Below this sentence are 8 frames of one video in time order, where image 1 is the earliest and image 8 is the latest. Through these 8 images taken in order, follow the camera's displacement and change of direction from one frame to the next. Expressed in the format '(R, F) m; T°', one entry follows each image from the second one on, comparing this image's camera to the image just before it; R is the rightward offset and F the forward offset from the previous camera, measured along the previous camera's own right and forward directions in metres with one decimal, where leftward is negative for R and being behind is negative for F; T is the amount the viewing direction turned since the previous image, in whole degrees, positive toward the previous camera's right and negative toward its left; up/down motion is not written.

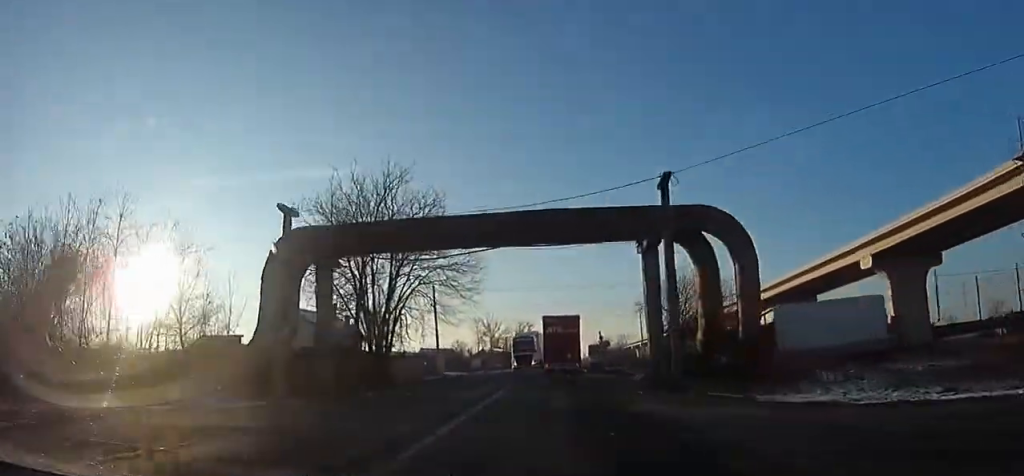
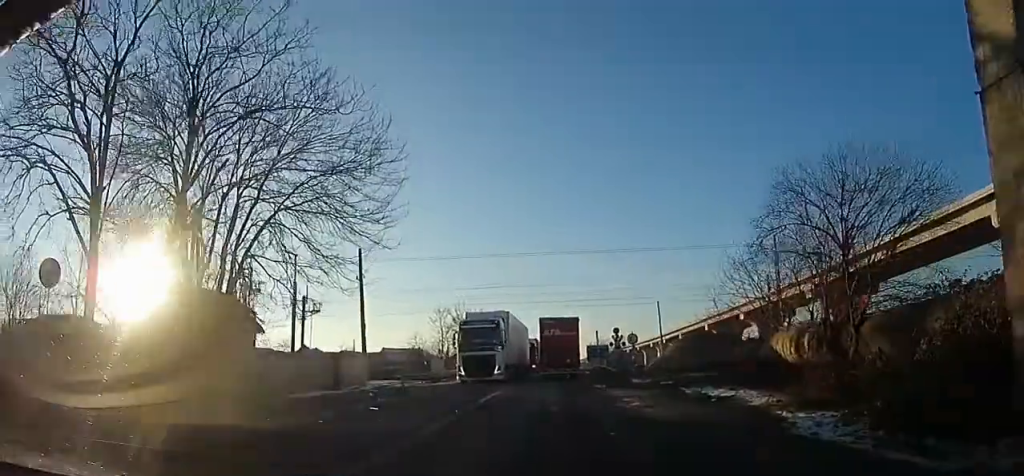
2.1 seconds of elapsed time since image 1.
(+0.1, +17.7) m; 0°
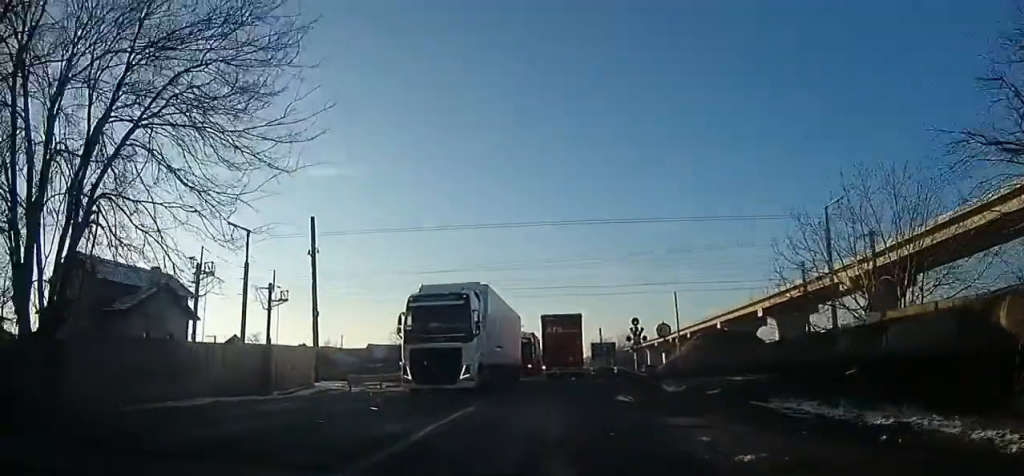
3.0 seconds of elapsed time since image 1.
(0.0, +8.2) m; 0°
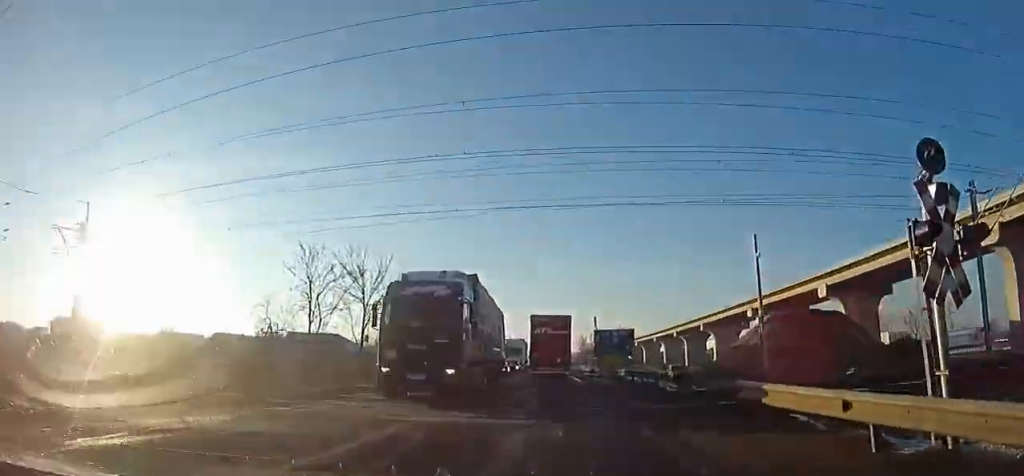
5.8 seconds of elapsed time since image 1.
(+1.0, +25.4) m; +5°
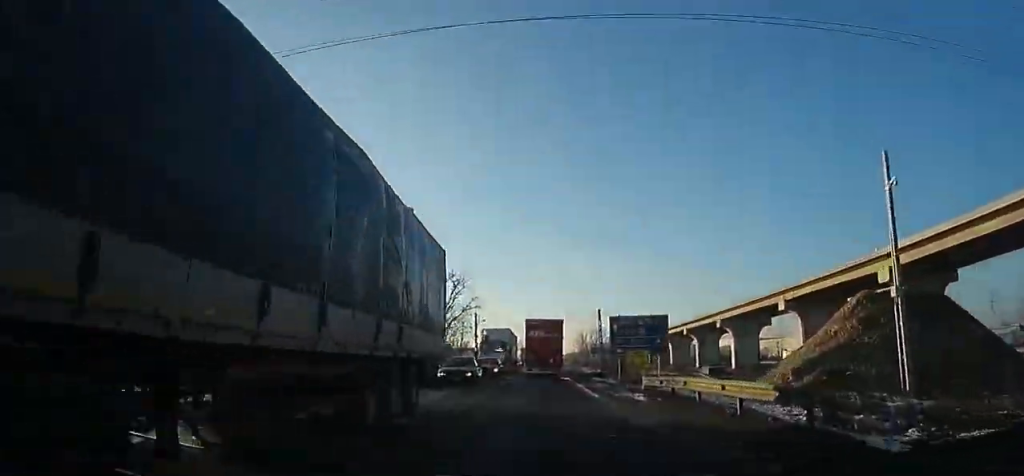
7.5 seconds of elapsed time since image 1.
(+0.8, +14.0) m; -1°
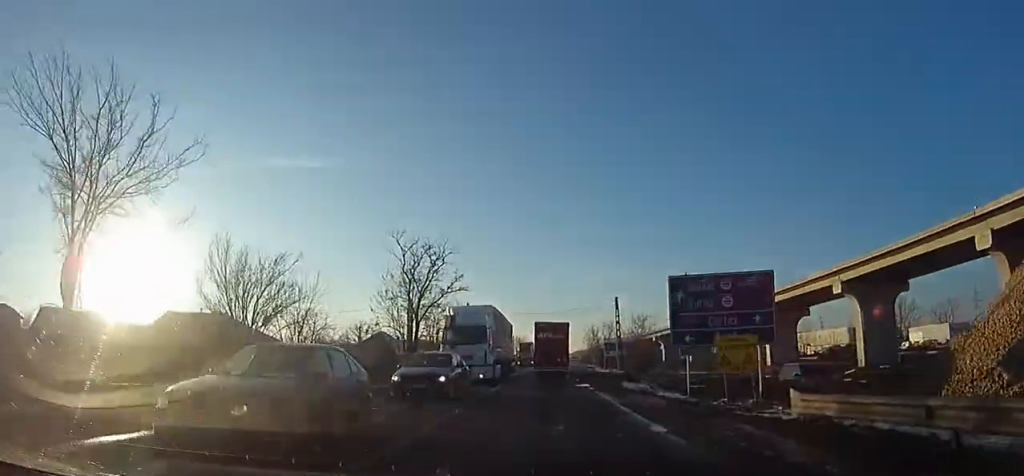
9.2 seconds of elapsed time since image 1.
(-1.0, +14.3) m; -4°
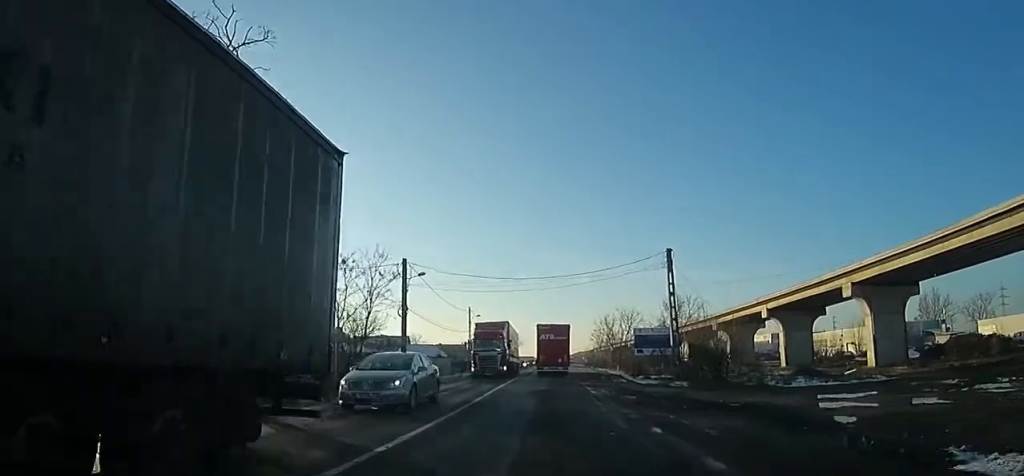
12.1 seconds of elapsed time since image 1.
(-0.1, +26.1) m; +2°
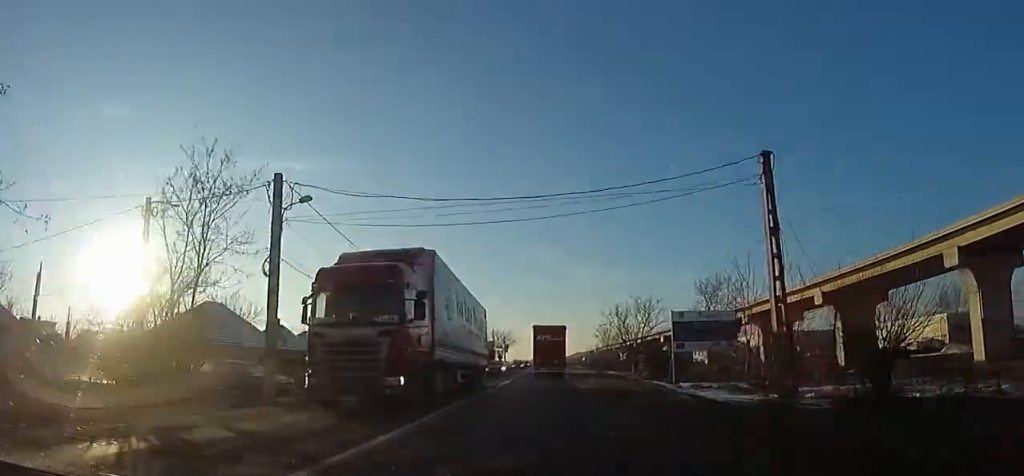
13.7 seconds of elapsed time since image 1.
(+0.3, +14.9) m; +2°
